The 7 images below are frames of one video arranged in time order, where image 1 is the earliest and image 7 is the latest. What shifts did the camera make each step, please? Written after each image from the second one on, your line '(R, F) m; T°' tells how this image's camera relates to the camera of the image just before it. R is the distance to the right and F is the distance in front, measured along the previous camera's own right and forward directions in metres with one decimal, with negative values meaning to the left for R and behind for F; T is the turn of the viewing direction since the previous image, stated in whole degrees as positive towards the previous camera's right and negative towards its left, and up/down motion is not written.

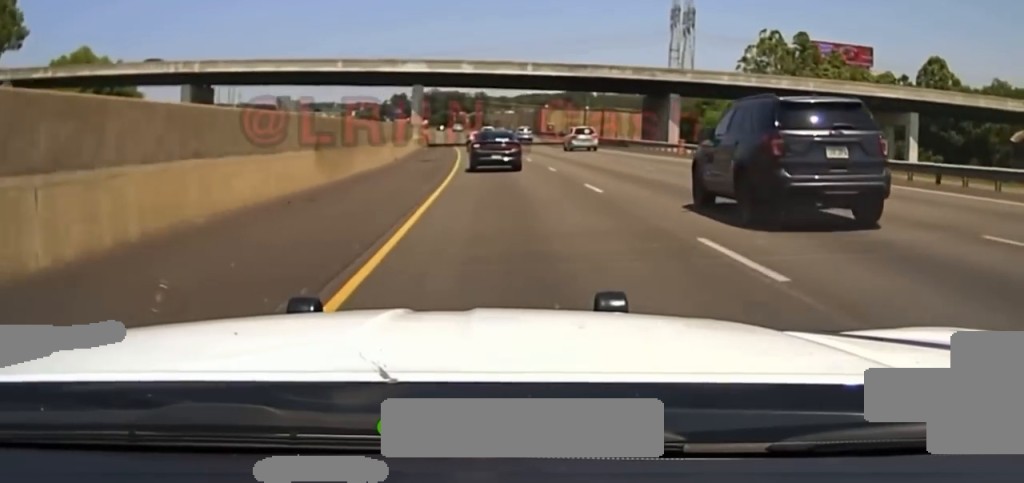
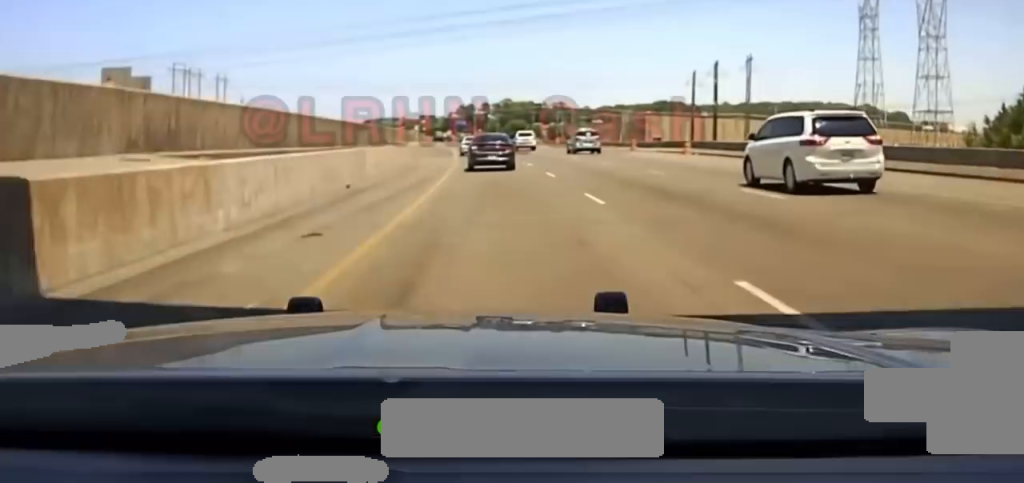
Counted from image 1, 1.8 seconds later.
(-5.2, +112.2) m; -5°
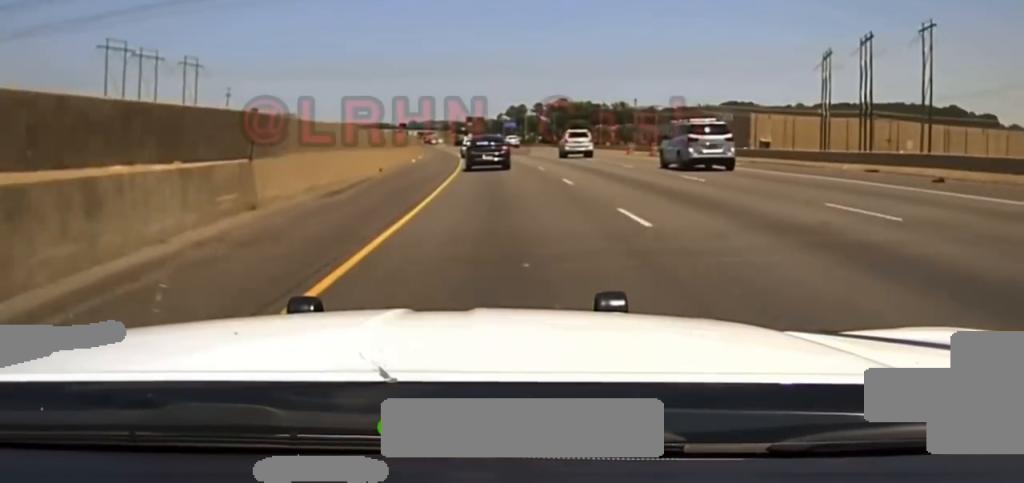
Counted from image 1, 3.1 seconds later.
(-2.1, +64.5) m; -3°
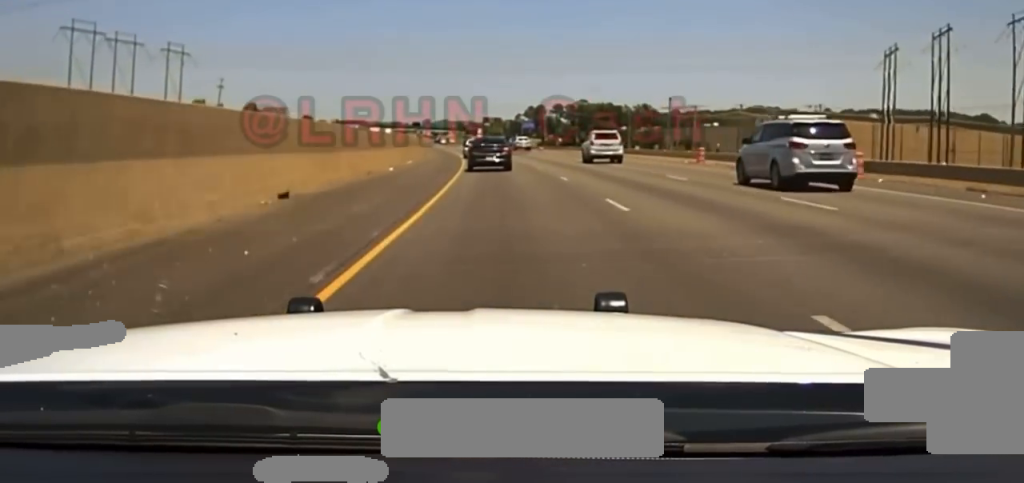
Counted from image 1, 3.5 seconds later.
(-0.4, +18.7) m; -1°
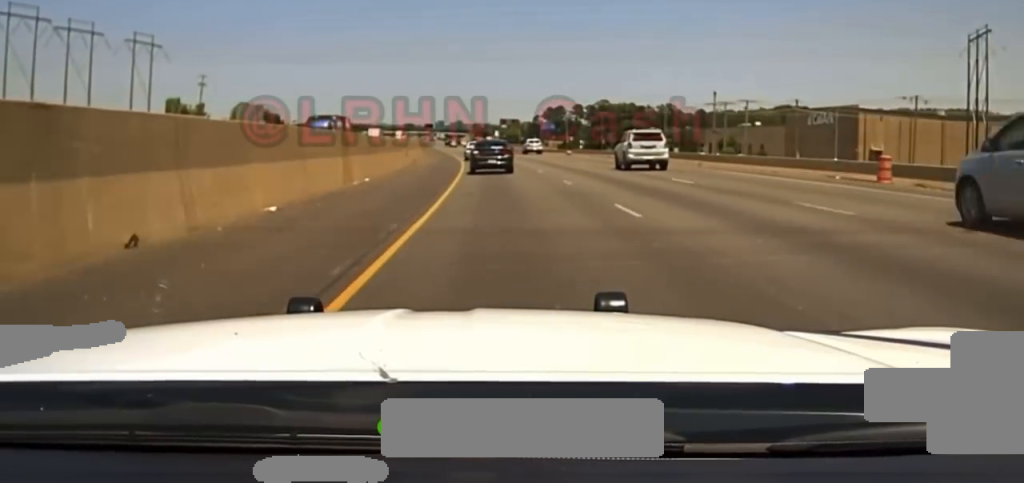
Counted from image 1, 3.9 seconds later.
(-0.2, +21.8) m; -1°
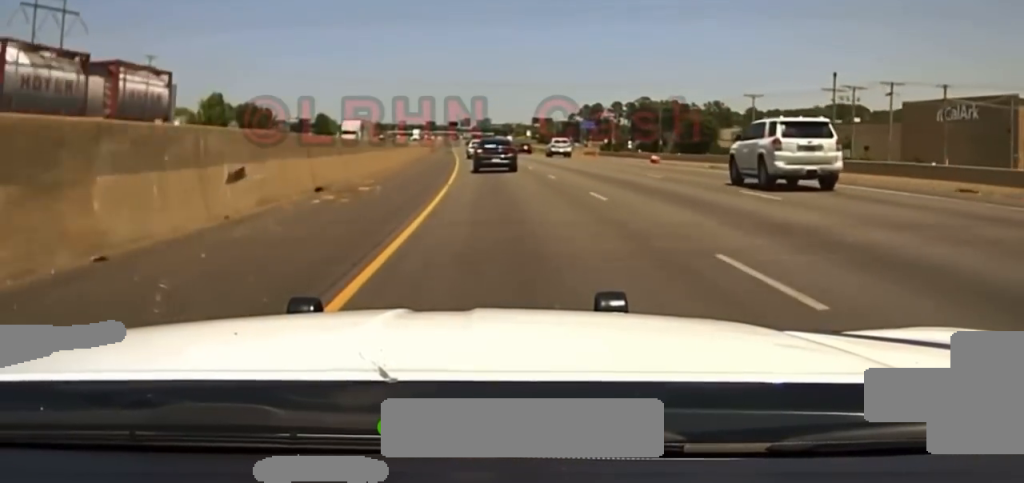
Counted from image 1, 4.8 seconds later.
(-0.2, +38.9) m; -2°
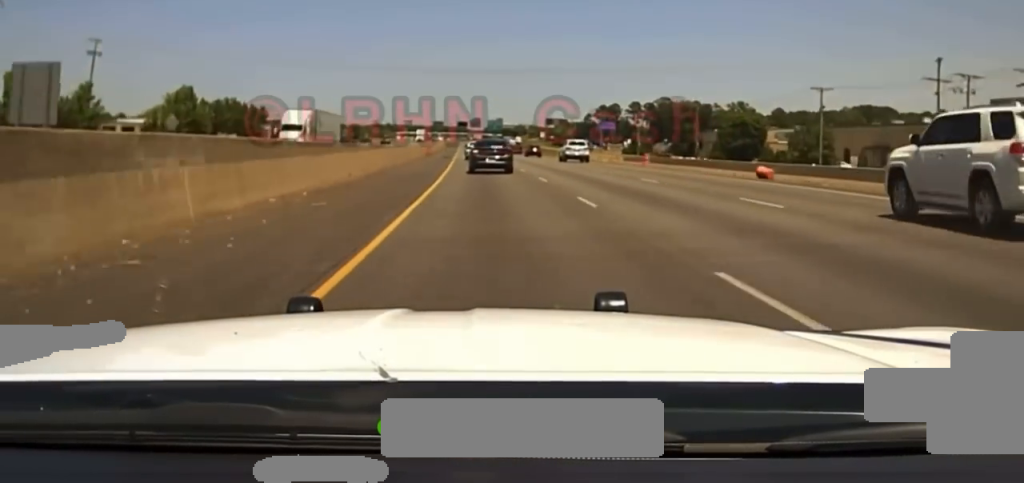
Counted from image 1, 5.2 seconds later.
(-0.5, +23.3) m; -1°
